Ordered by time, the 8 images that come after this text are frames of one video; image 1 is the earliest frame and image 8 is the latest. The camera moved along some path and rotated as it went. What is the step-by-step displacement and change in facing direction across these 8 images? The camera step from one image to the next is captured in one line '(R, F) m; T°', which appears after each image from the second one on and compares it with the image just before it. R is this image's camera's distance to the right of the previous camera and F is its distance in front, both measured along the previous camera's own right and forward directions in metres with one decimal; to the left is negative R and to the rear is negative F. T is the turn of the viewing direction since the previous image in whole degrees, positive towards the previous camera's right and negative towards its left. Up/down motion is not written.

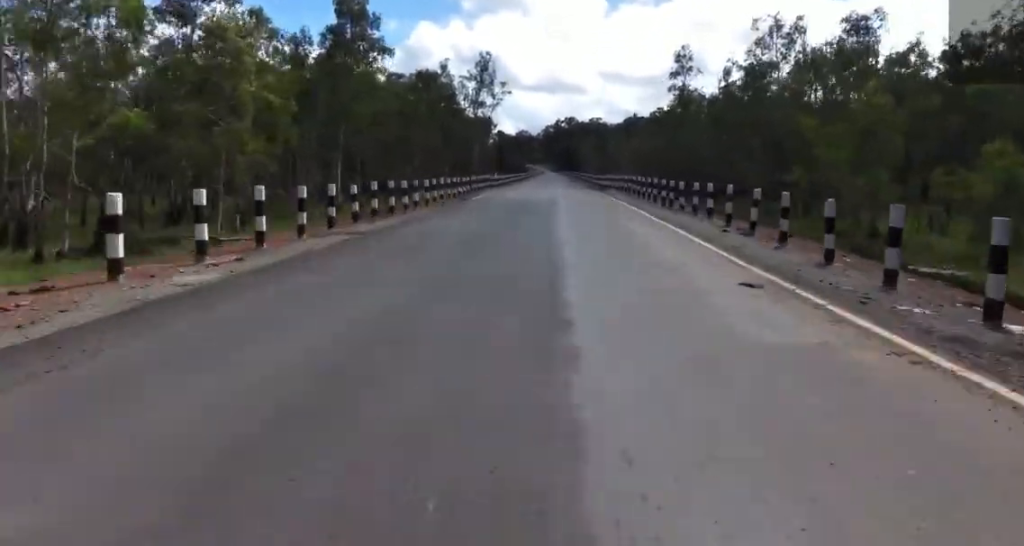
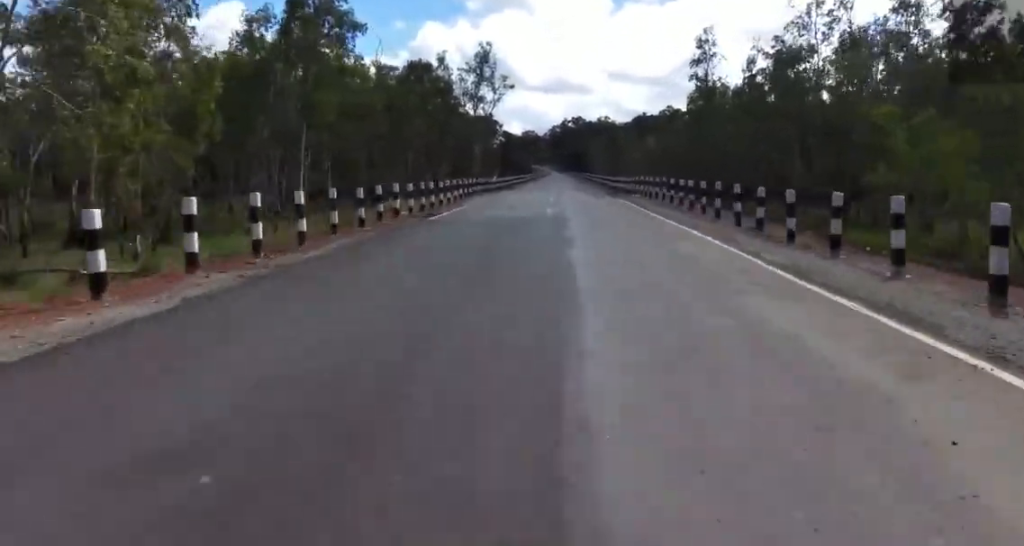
(0.0, +11.4) m; 0°
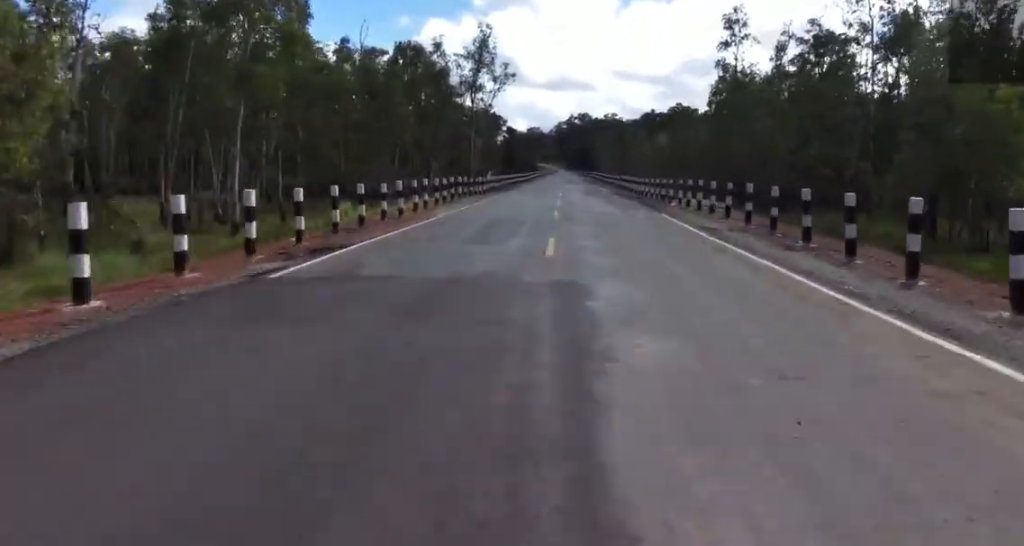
(0.0, +11.1) m; 0°
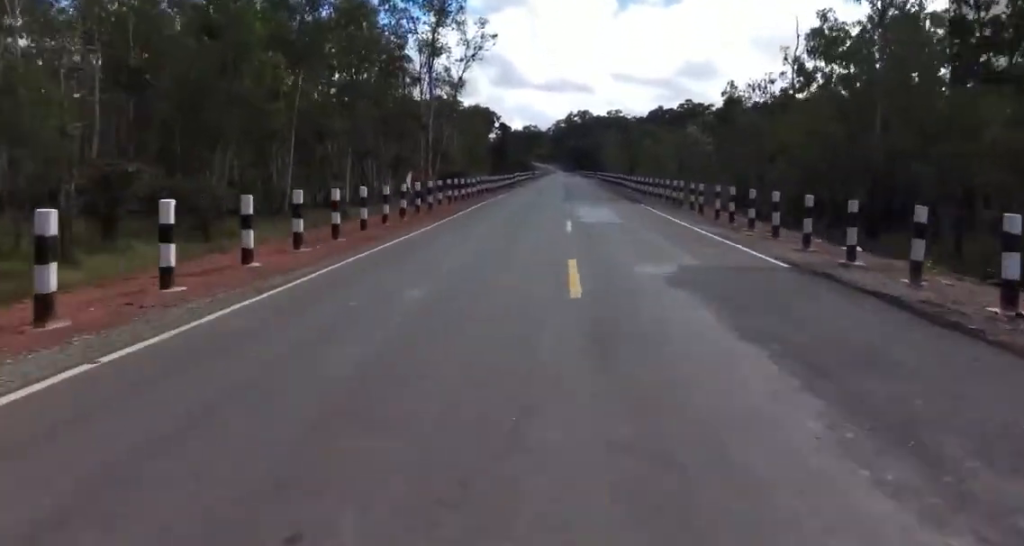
(0.0, +34.7) m; 0°
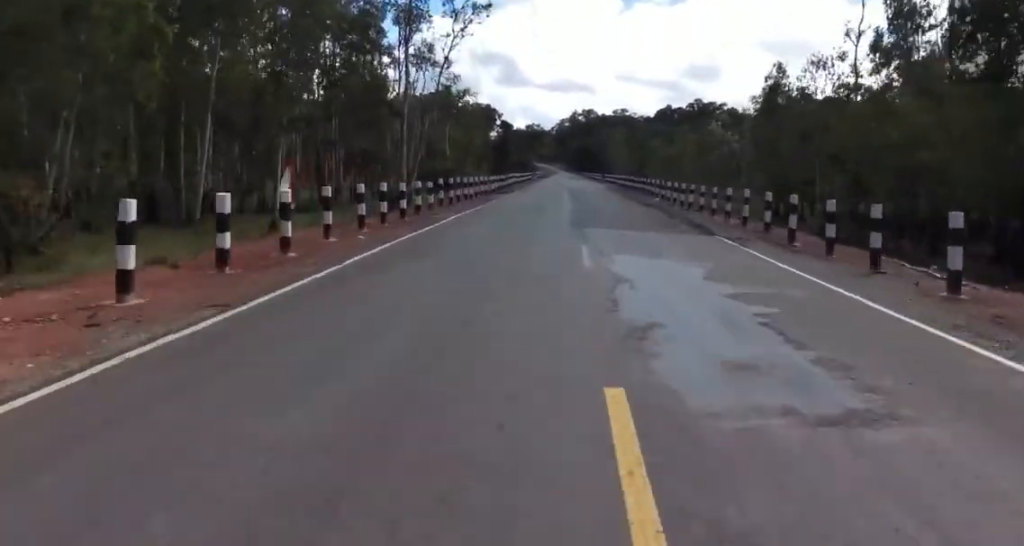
(0.0, +14.5) m; 0°
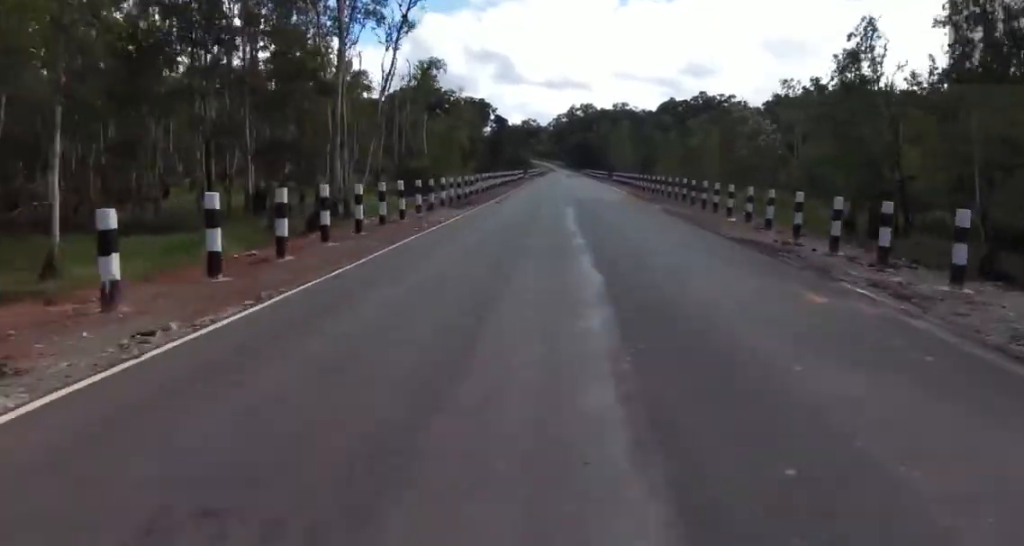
(0.0, +16.8) m; 0°
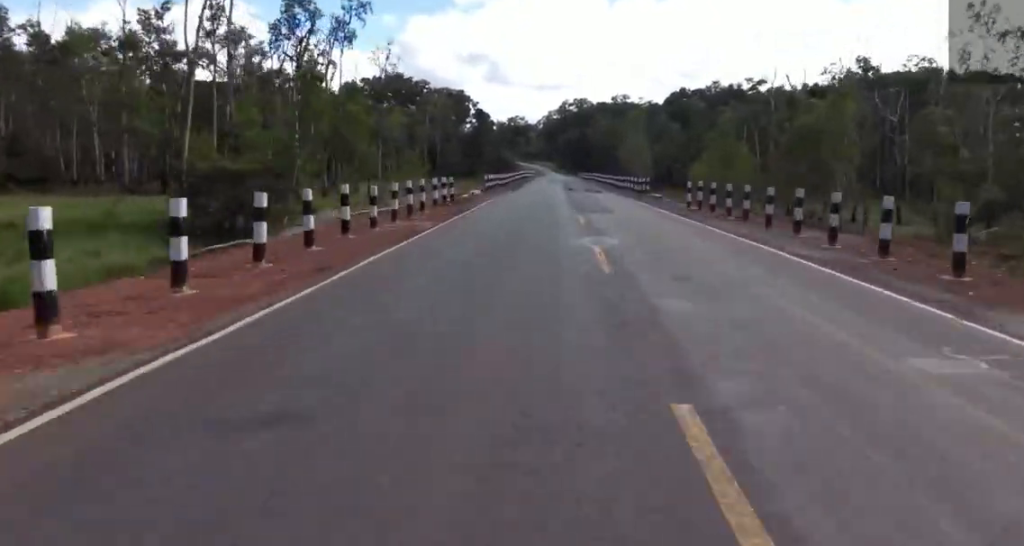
(0.0, +47.1) m; 0°
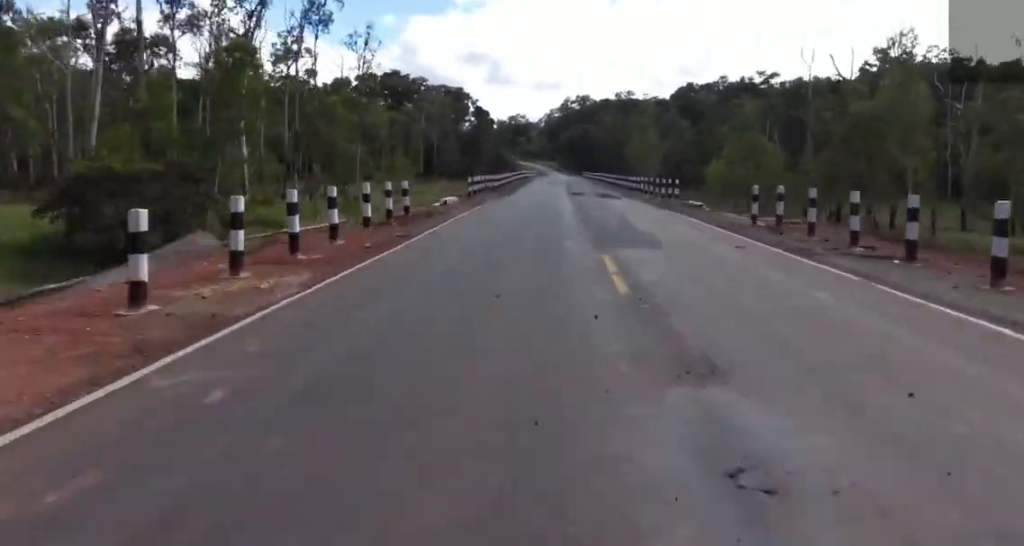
(0.0, +9.0) m; 0°
